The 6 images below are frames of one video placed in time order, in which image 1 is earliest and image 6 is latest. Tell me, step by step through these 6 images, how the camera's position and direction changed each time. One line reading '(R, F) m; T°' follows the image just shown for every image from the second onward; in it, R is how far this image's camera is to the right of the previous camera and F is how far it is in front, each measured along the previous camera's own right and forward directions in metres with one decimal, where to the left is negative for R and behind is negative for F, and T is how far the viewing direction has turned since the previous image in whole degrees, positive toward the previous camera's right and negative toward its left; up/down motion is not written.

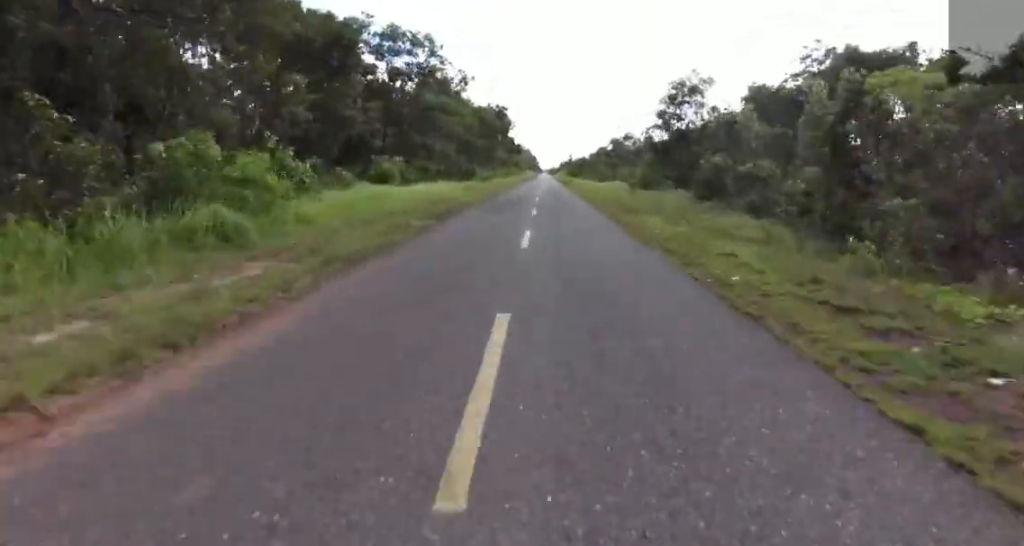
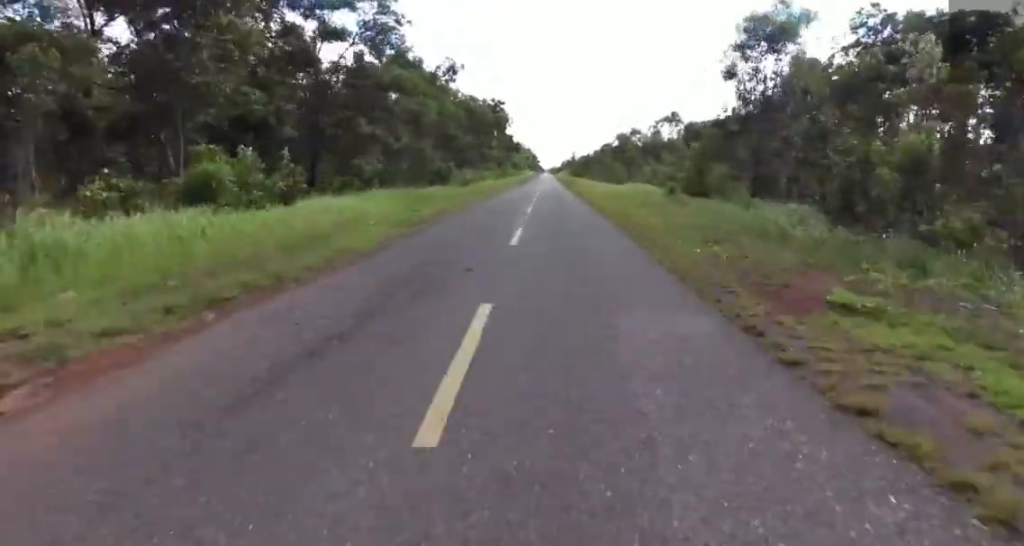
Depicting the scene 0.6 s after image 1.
(+0.1, +16.9) m; -1°
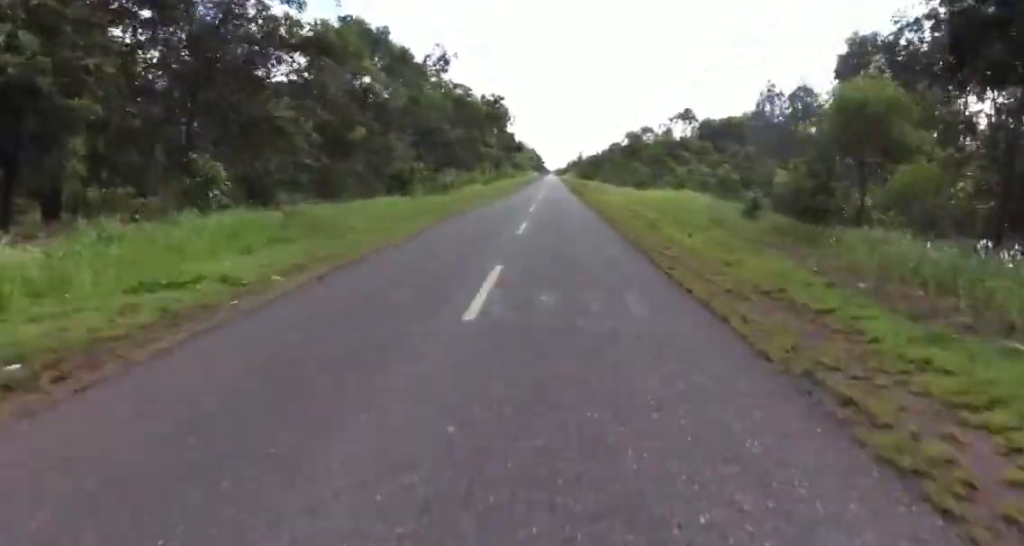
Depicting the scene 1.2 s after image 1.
(-0.4, +15.0) m; -2°
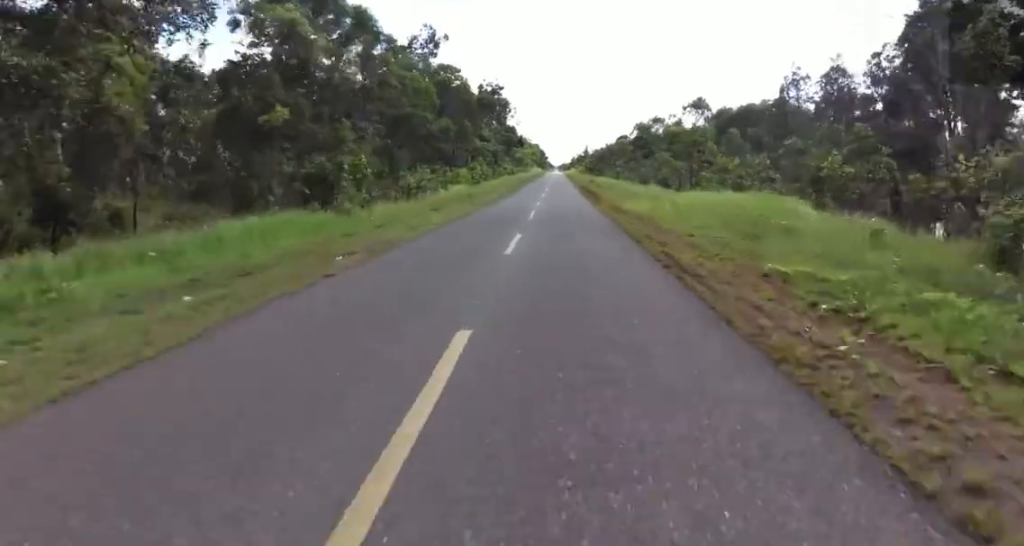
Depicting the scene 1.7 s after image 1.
(-0.1, +12.4) m; 0°
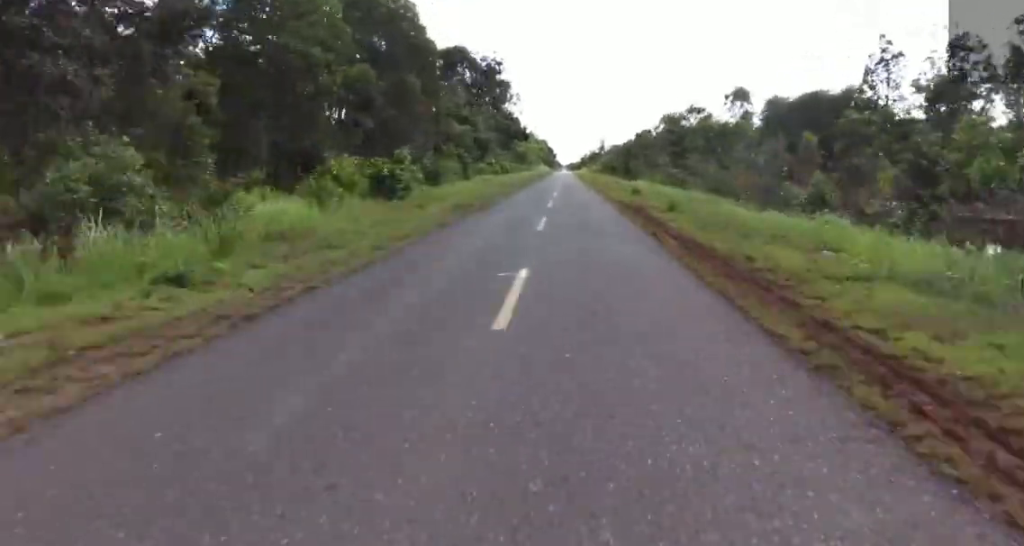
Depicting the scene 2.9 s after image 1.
(0.0, +30.8) m; +1°
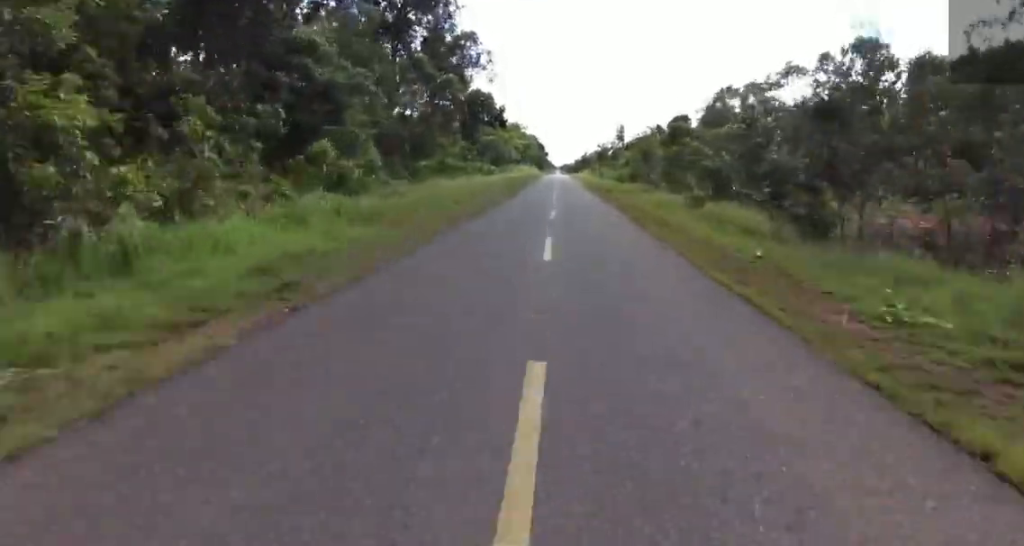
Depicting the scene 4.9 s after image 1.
(+1.4, +55.5) m; +1°
